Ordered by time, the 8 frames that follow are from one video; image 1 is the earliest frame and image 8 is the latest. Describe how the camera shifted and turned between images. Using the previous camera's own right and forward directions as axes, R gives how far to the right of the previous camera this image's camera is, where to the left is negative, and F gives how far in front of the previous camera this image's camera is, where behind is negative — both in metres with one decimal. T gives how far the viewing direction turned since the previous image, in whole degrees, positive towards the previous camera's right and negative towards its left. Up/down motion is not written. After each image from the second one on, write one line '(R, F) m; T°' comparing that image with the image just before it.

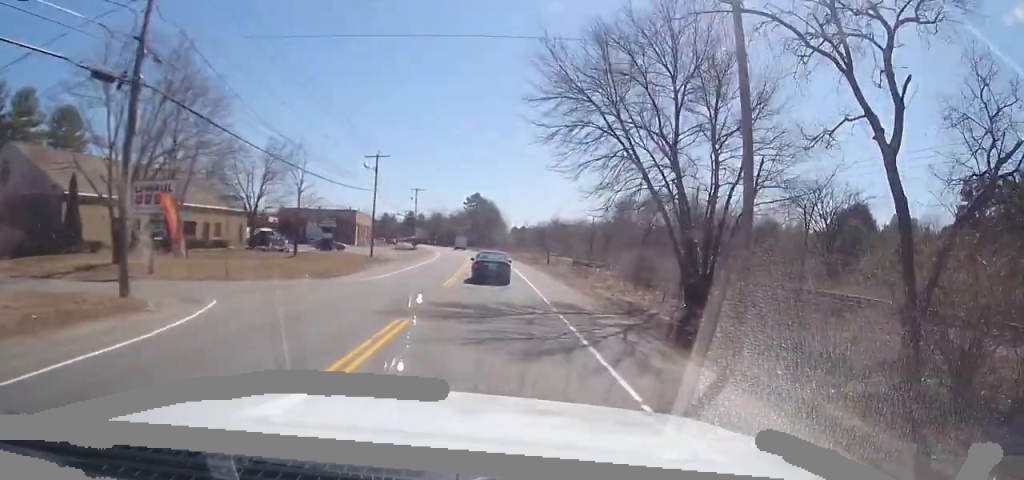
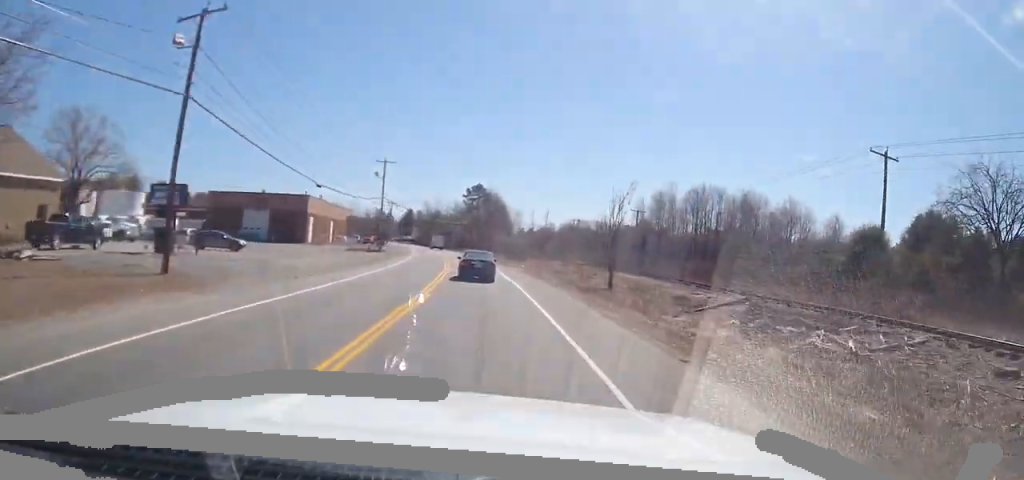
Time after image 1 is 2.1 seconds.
(-0.6, +33.1) m; -1°
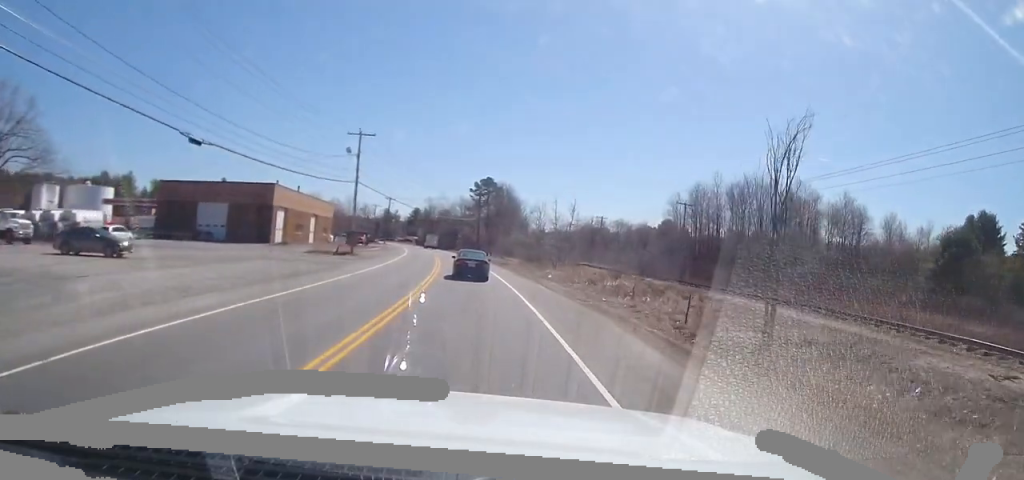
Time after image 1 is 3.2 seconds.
(0.0, +16.9) m; 0°
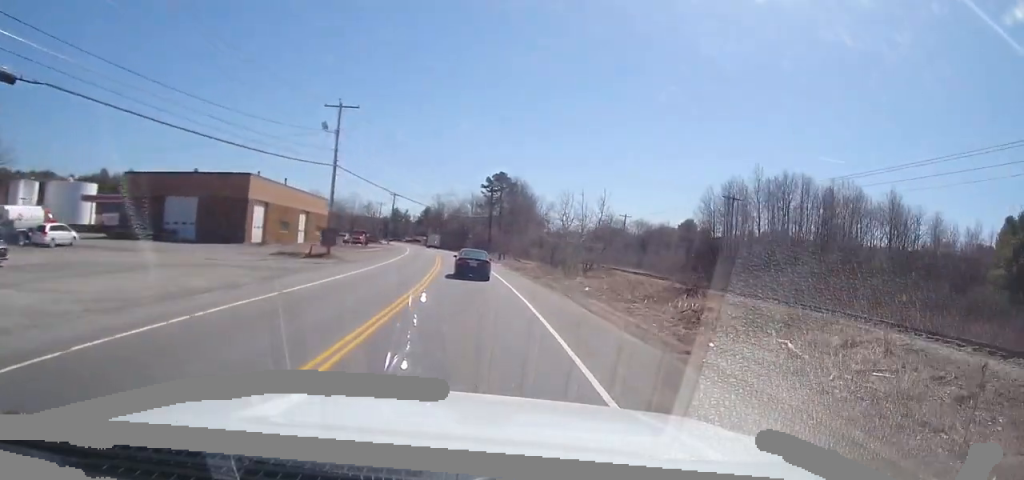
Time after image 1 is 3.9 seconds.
(0.0, +10.2) m; 0°
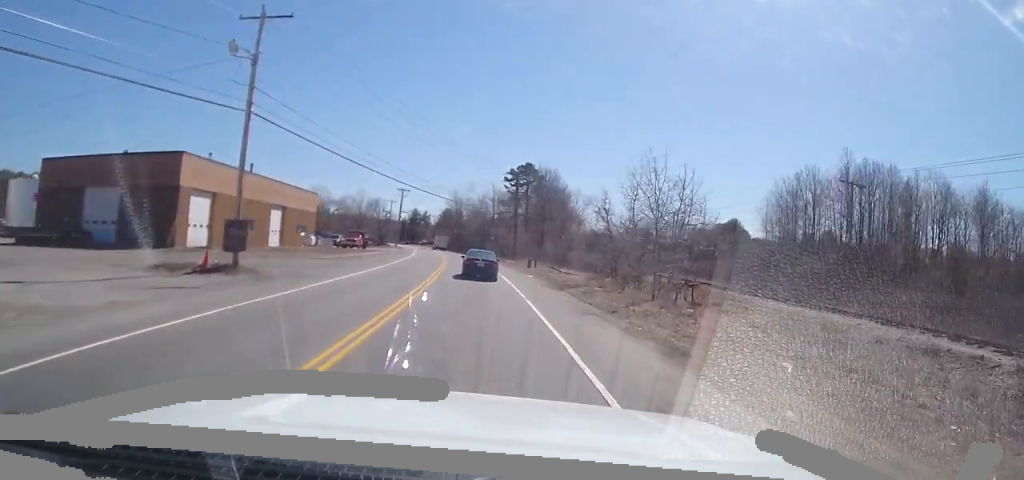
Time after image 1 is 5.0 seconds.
(0.0, +16.8) m; 0°
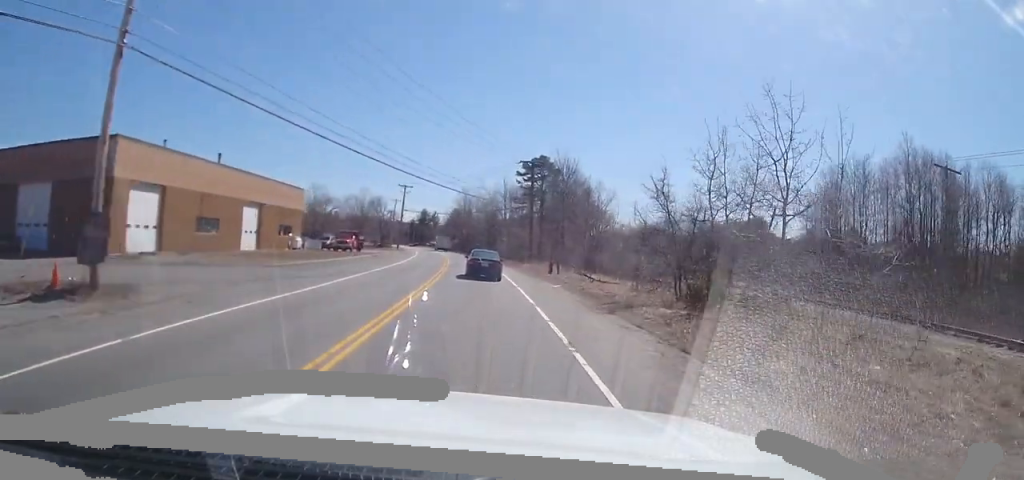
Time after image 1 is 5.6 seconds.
(0.0, +9.2) m; 0°
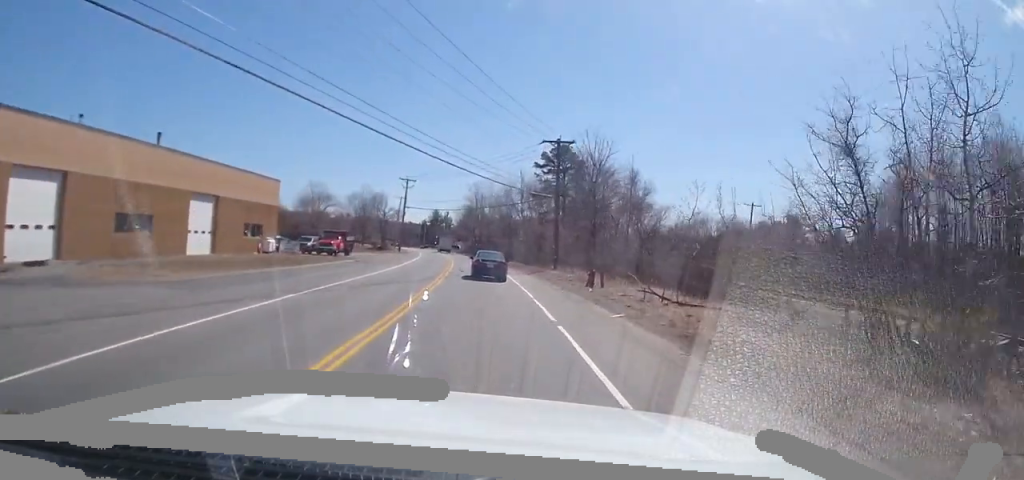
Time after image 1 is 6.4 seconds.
(0.0, +11.7) m; 0°
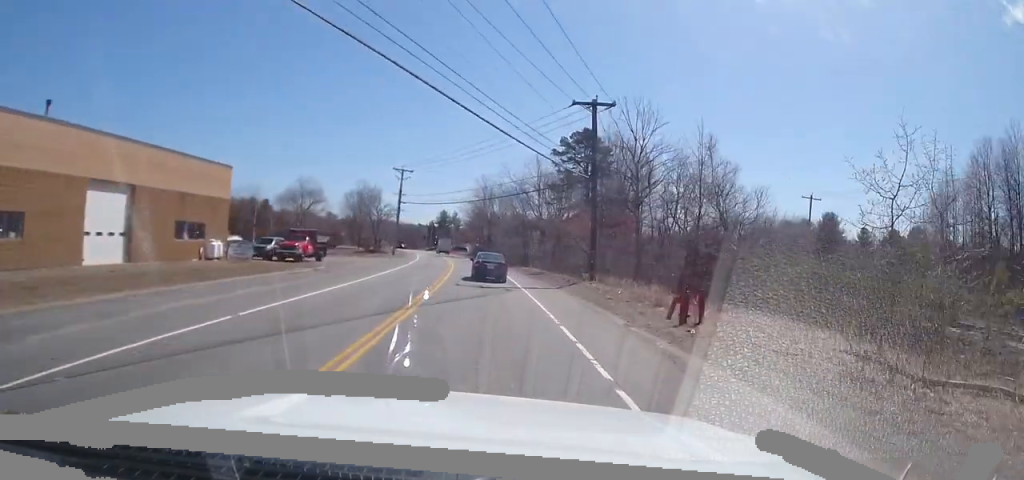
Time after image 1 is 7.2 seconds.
(0.0, +12.7) m; 0°
